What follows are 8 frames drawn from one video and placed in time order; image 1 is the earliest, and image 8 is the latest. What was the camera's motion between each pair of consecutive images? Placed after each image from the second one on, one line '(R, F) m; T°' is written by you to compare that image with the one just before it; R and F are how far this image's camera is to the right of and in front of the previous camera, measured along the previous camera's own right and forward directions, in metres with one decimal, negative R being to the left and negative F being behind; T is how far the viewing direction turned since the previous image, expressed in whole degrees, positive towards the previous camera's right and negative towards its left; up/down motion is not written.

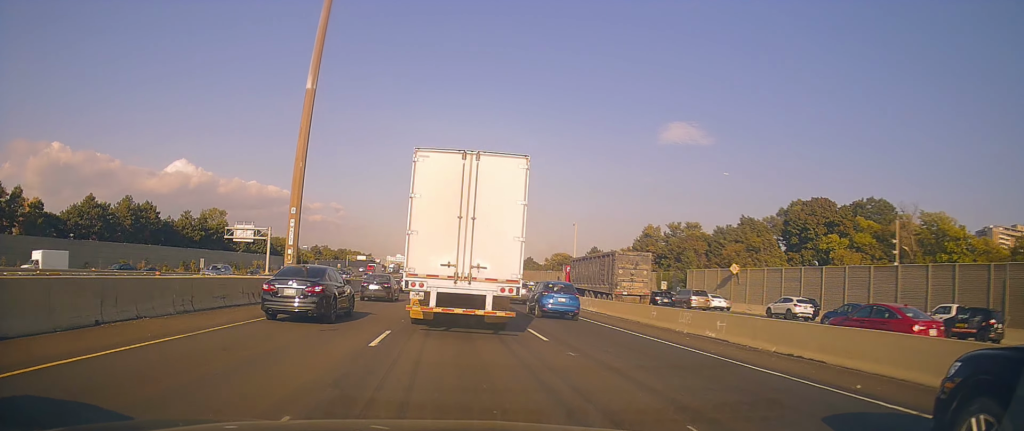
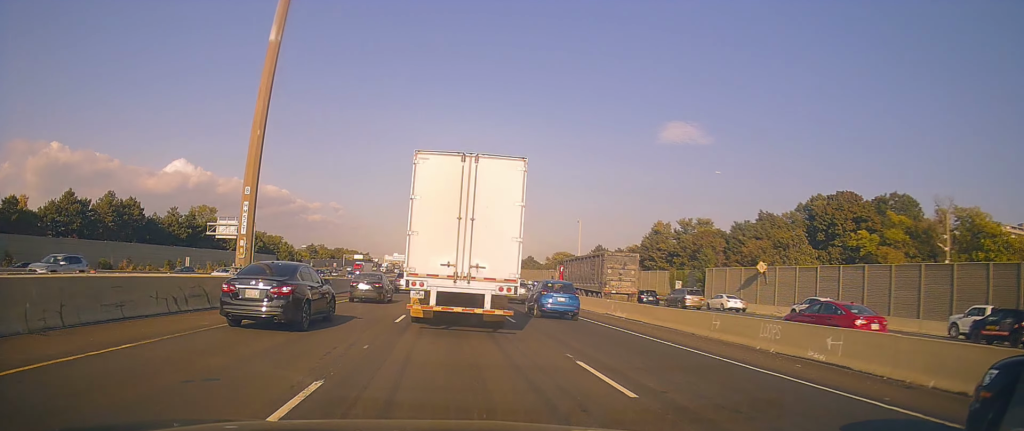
(+0.5, +6.7) m; +2°
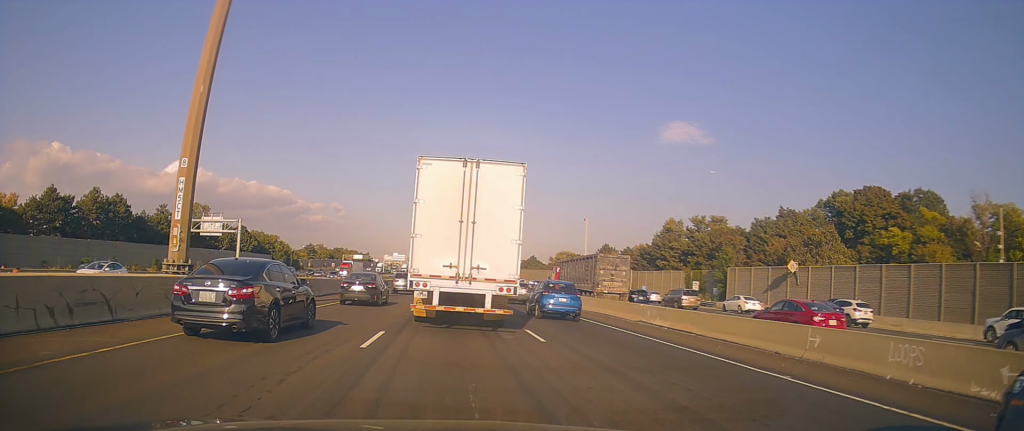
(+0.1, +6.0) m; 0°
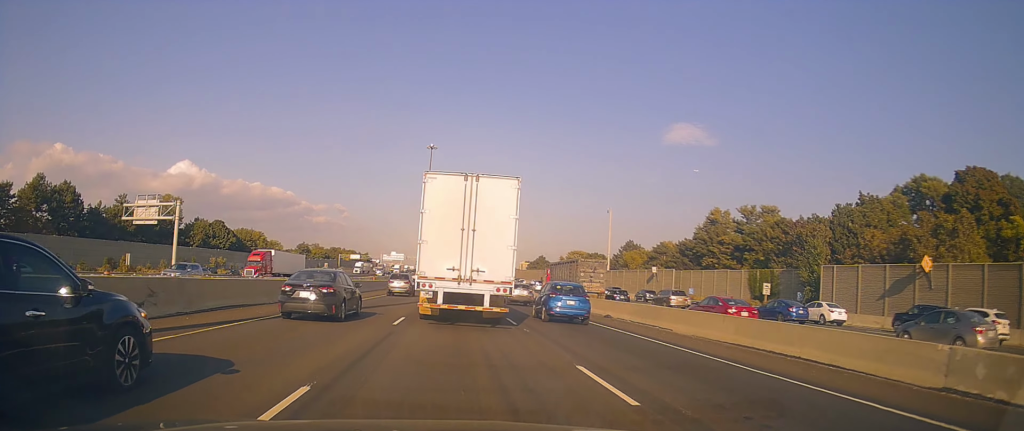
(-0.6, +18.8) m; -2°
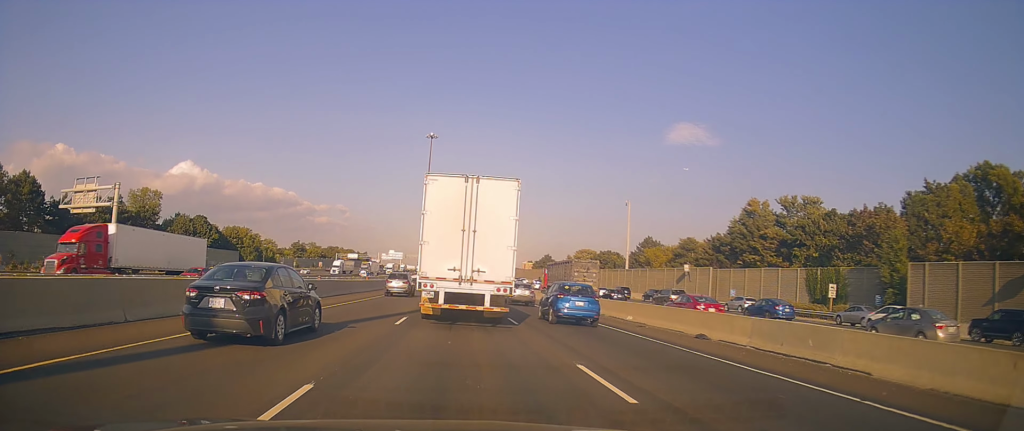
(0.0, +12.0) m; 0°
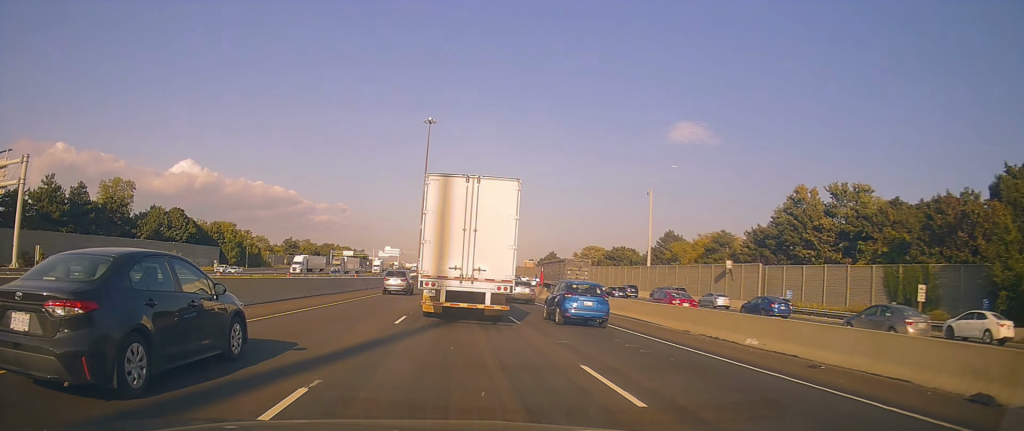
(0.0, +12.4) m; +1°
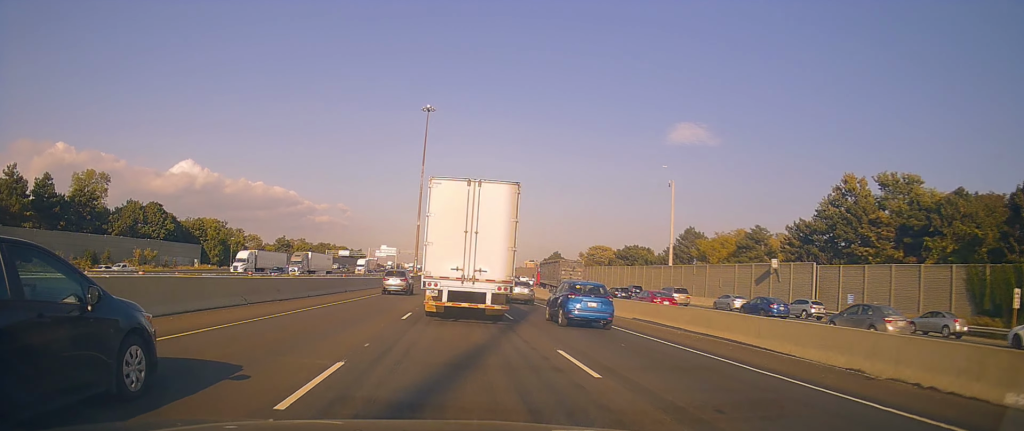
(+0.2, +10.4) m; 0°
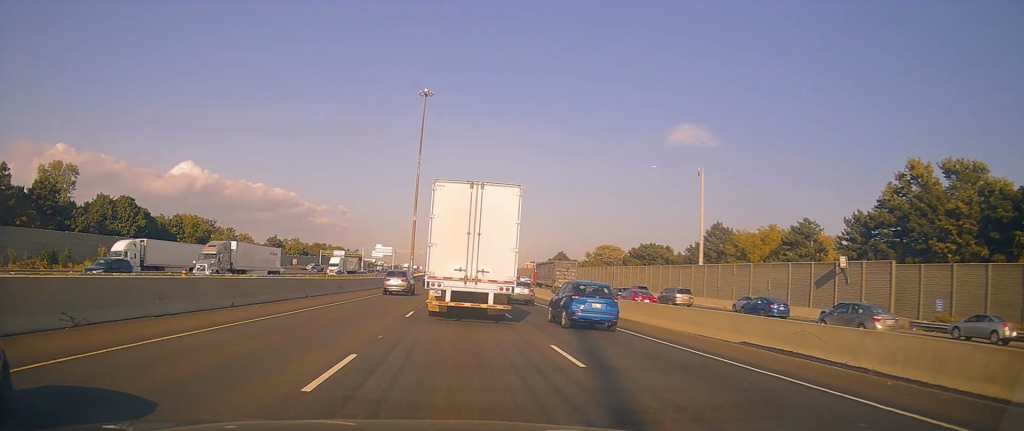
(-0.2, +11.3) m; -1°
